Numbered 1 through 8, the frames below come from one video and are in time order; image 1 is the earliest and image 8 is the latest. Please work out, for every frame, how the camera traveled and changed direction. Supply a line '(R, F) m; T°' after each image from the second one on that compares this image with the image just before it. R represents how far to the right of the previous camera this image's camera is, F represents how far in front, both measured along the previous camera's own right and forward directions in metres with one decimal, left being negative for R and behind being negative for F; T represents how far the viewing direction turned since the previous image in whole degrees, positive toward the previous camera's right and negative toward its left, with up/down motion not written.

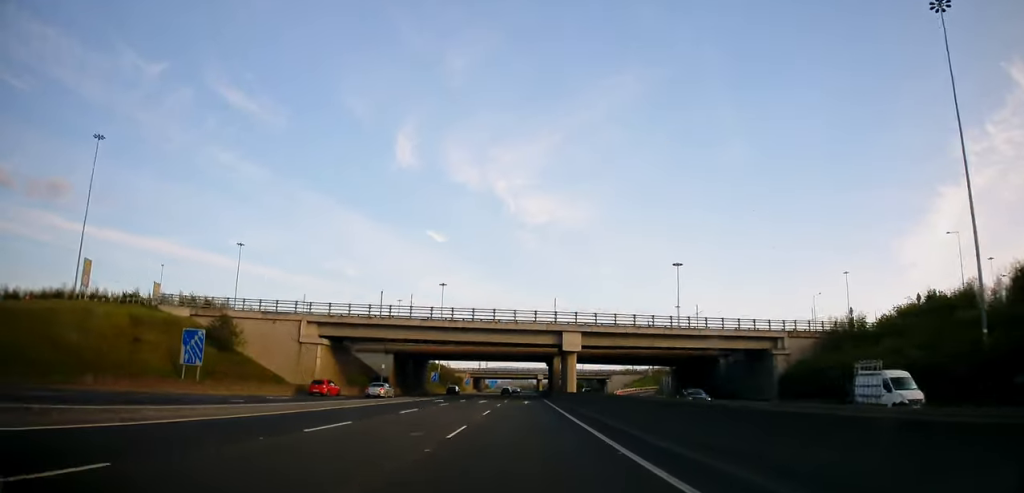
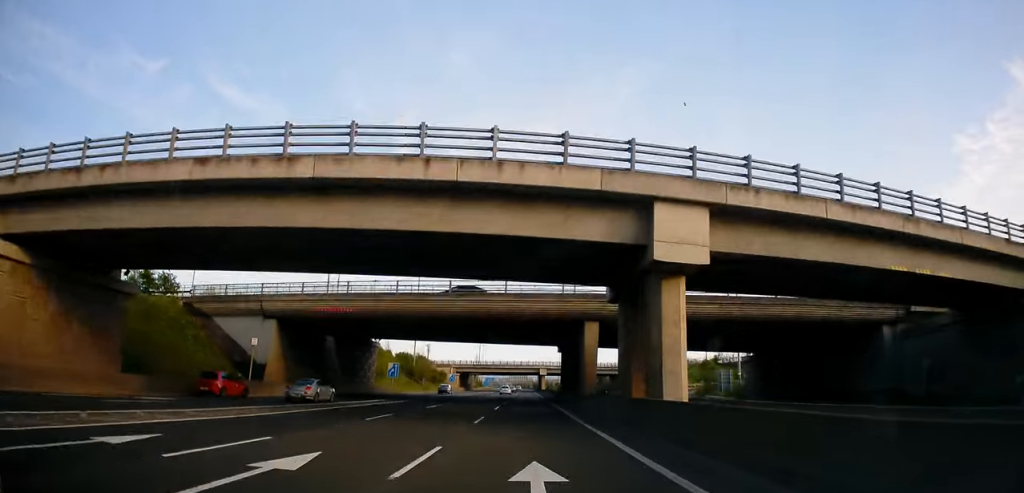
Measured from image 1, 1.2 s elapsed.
(-0.1, +41.7) m; 0°
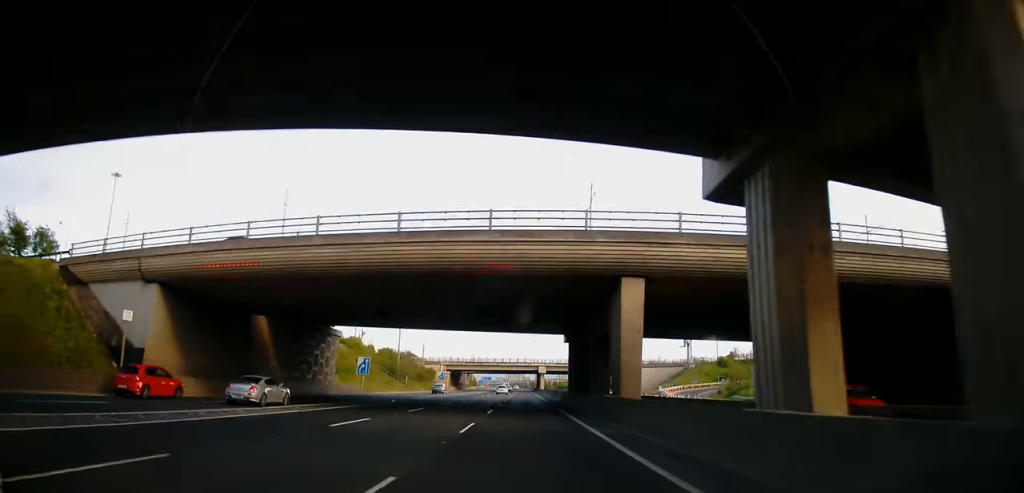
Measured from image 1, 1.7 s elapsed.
(0.0, +14.7) m; 0°
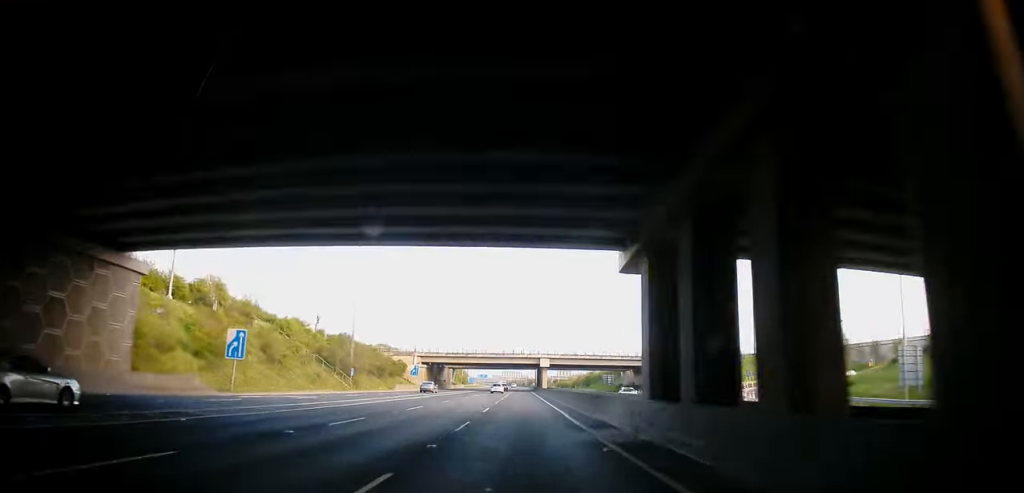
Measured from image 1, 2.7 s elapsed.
(0.0, +34.8) m; 0°
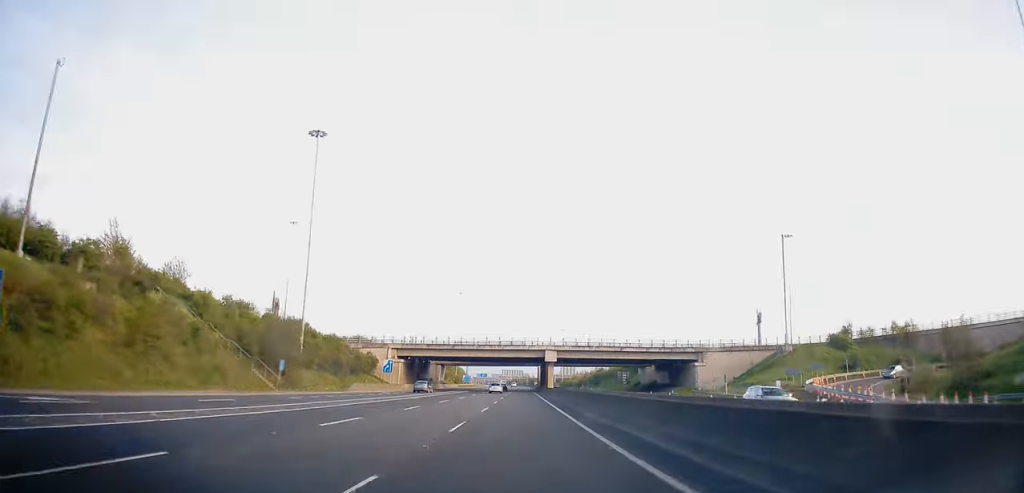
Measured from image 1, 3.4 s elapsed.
(-0.1, +24.3) m; 0°
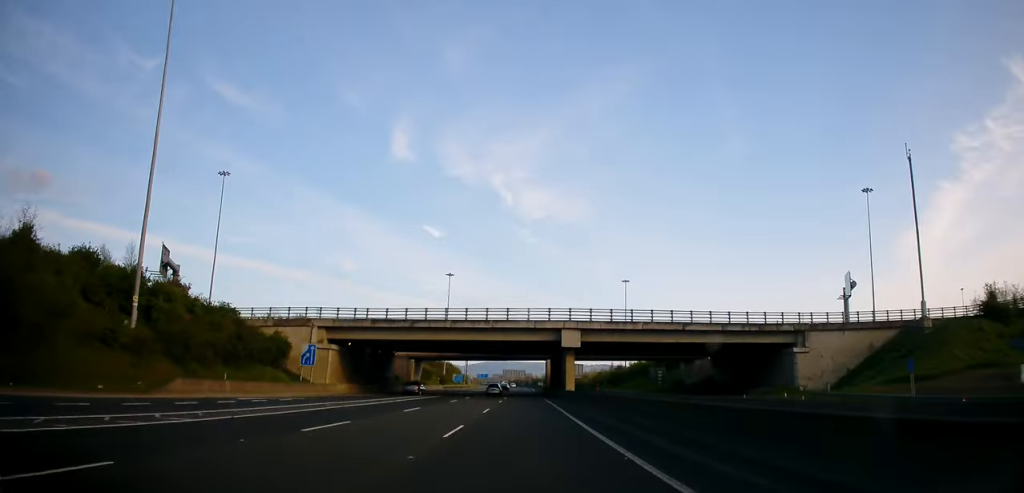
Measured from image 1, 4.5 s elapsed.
(+0.2, +35.6) m; 0°
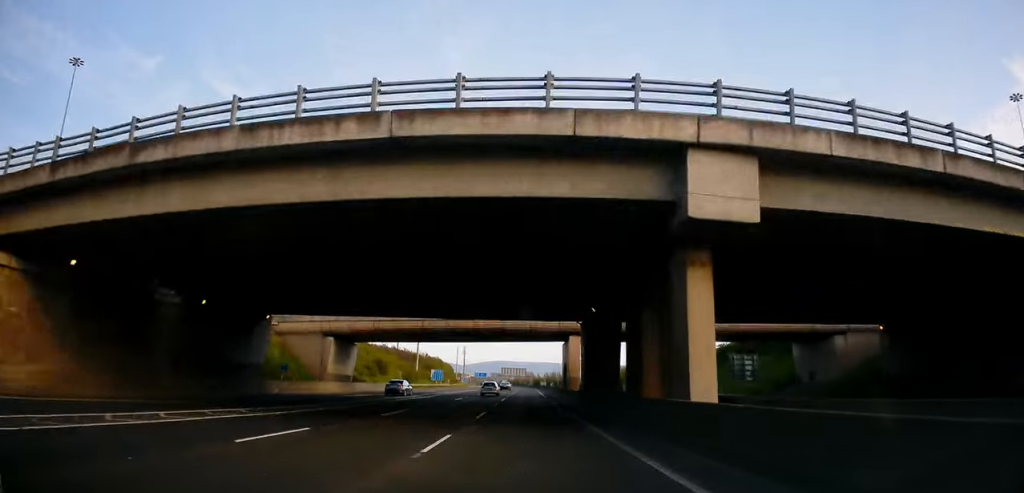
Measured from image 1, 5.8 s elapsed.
(-0.2, +45.4) m; 0°
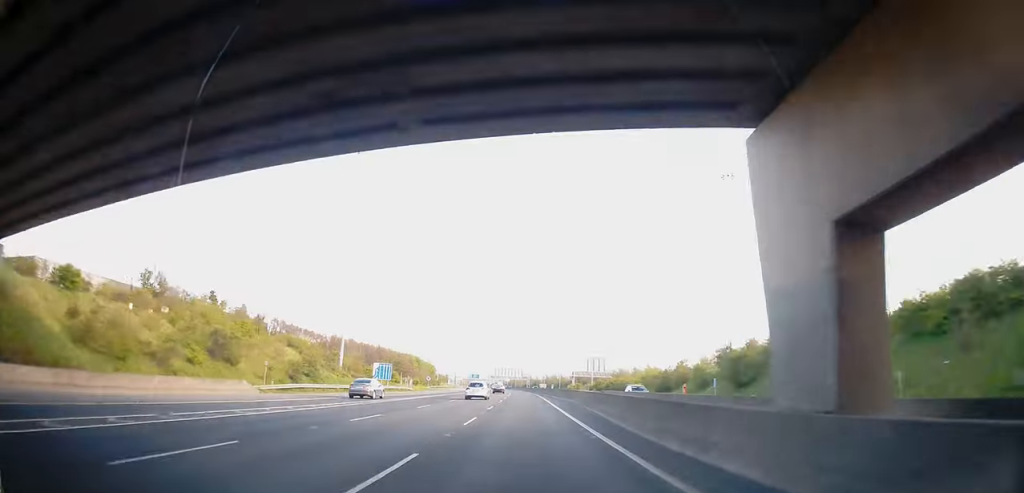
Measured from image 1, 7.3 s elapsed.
(-0.3, +50.6) m; 0°
